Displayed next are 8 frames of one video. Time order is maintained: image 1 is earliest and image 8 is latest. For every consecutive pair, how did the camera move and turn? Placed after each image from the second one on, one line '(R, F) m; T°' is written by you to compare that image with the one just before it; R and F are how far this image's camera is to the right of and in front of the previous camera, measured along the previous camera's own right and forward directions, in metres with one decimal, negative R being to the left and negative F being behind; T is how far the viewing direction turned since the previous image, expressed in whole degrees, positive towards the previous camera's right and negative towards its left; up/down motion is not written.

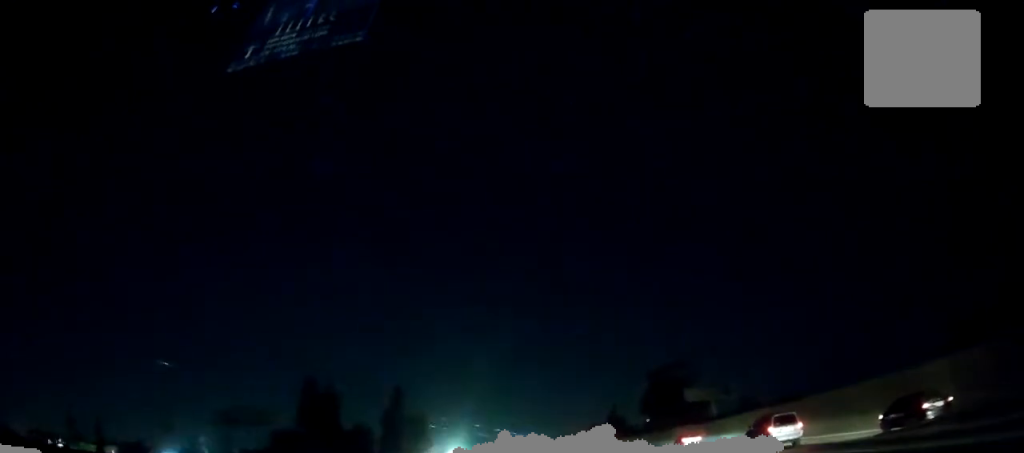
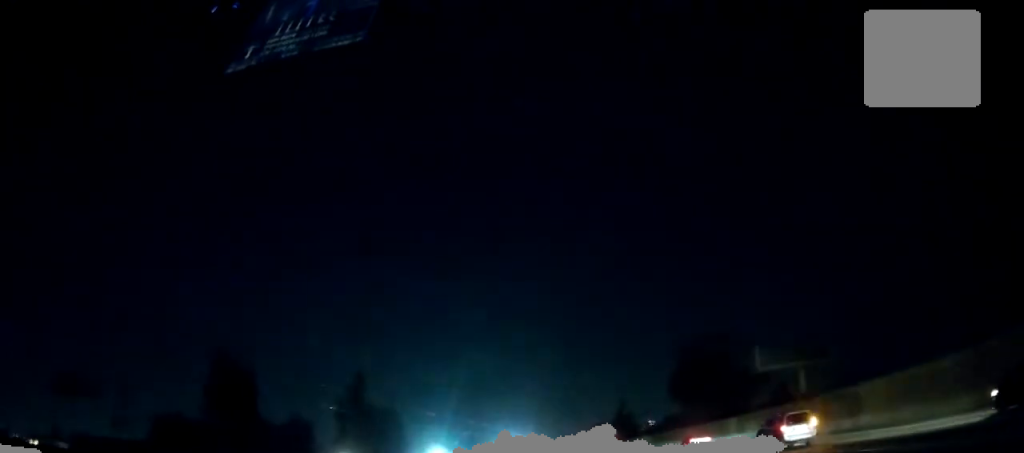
(-0.2, +37.7) m; 0°
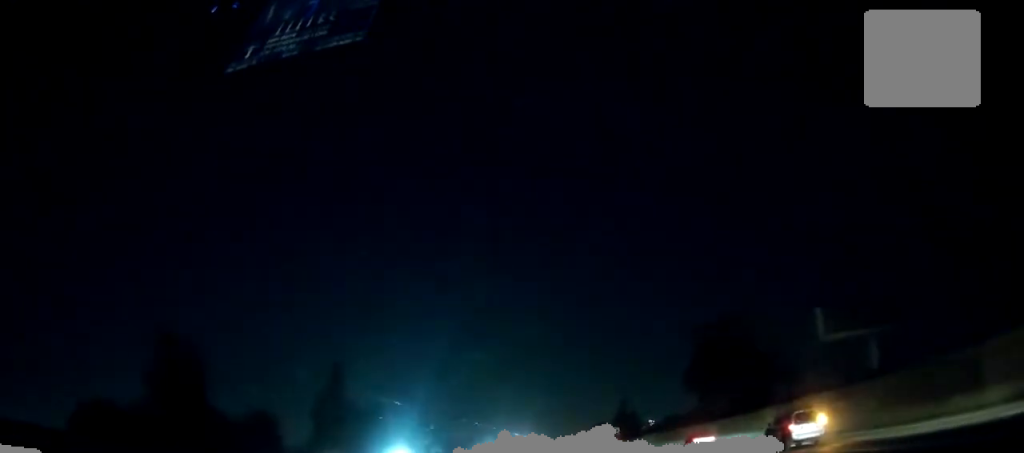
(0.0, +15.1) m; 0°
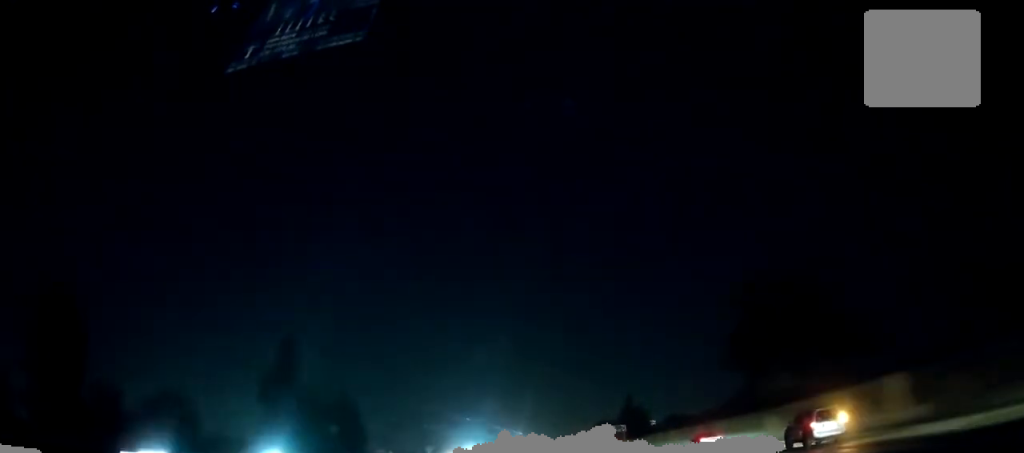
(-0.1, +26.1) m; 0°
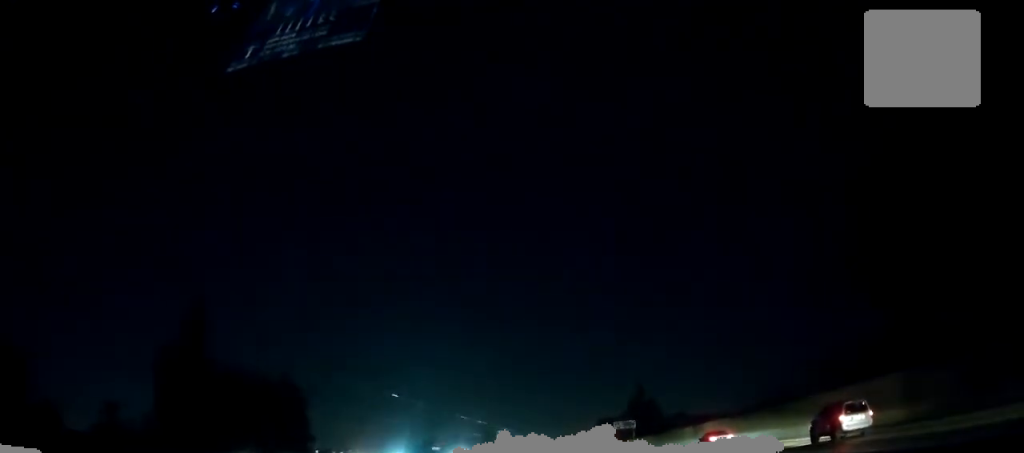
(0.0, +32.8) m; 0°
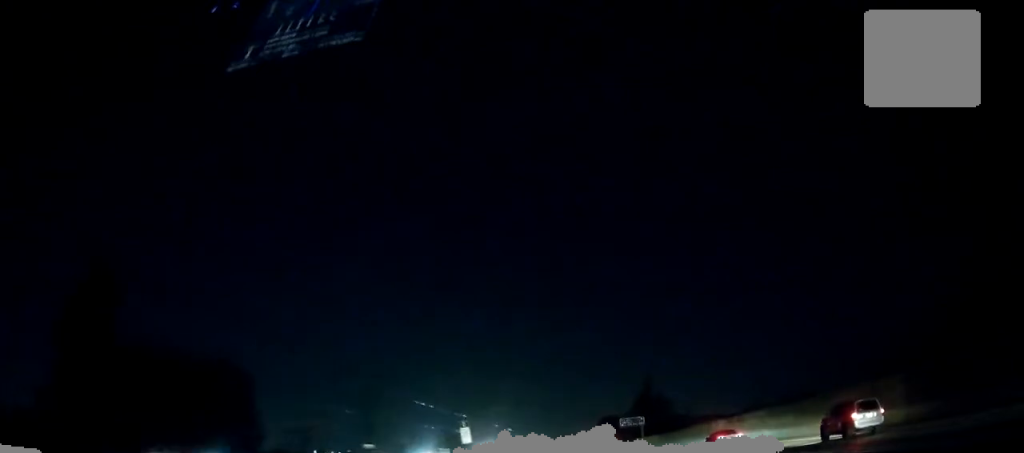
(0.0, +22.0) m; 0°
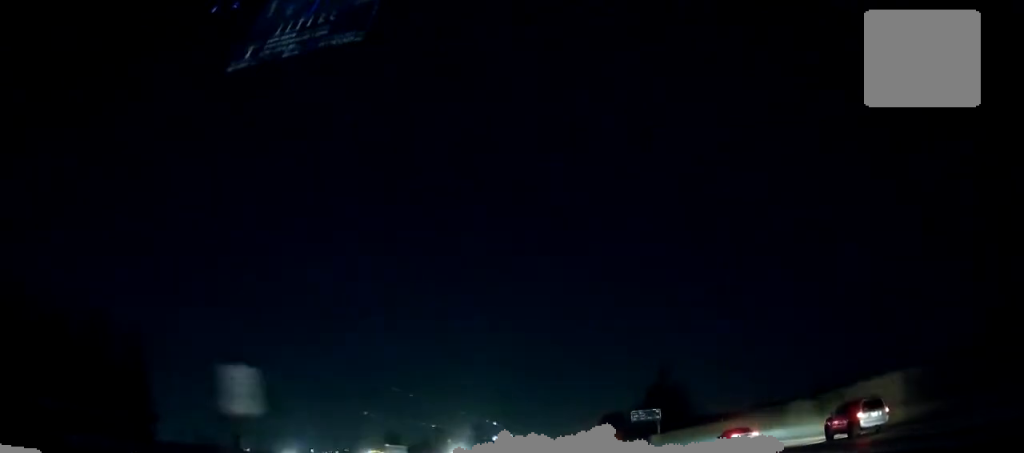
(0.0, +28.8) m; 0°
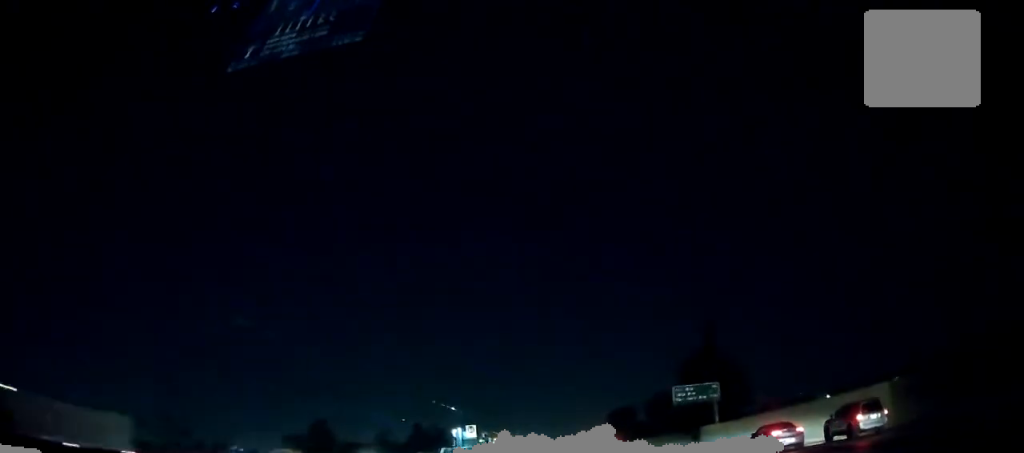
(+0.1, +54.6) m; 0°
